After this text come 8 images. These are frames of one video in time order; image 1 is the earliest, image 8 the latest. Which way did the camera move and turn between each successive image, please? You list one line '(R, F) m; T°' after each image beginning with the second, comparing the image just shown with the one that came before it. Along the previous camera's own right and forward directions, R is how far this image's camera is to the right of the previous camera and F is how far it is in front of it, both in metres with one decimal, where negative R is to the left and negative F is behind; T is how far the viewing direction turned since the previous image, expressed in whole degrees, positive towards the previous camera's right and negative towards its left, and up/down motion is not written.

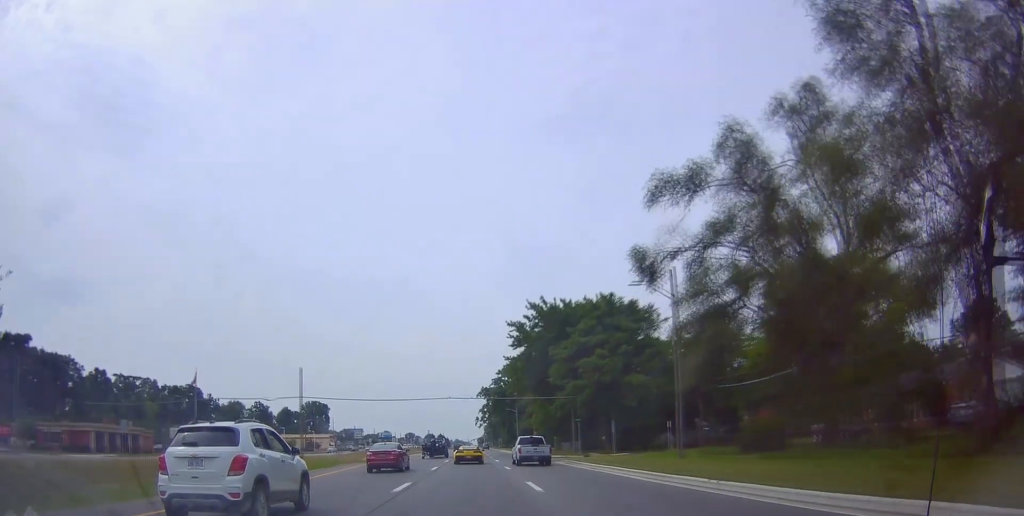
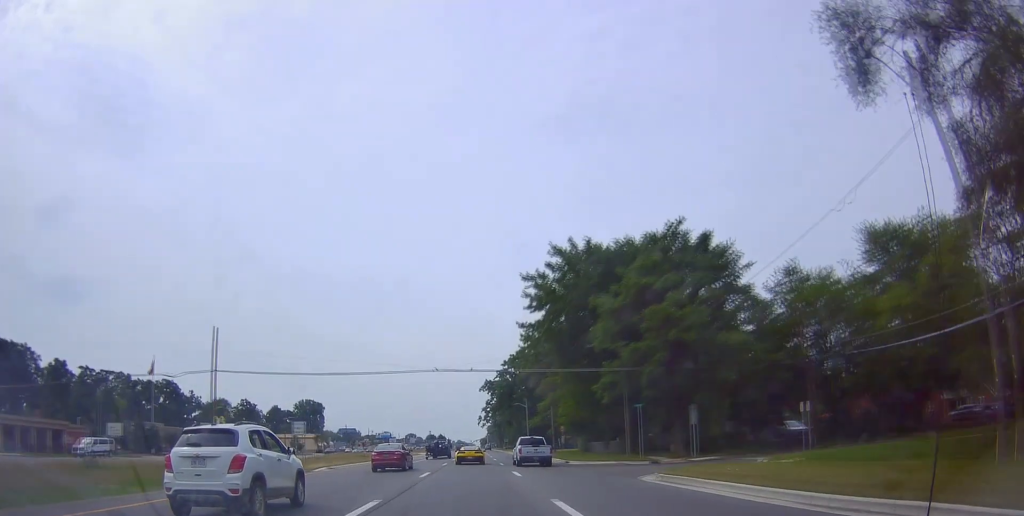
(-1.0, +22.5) m; -2°
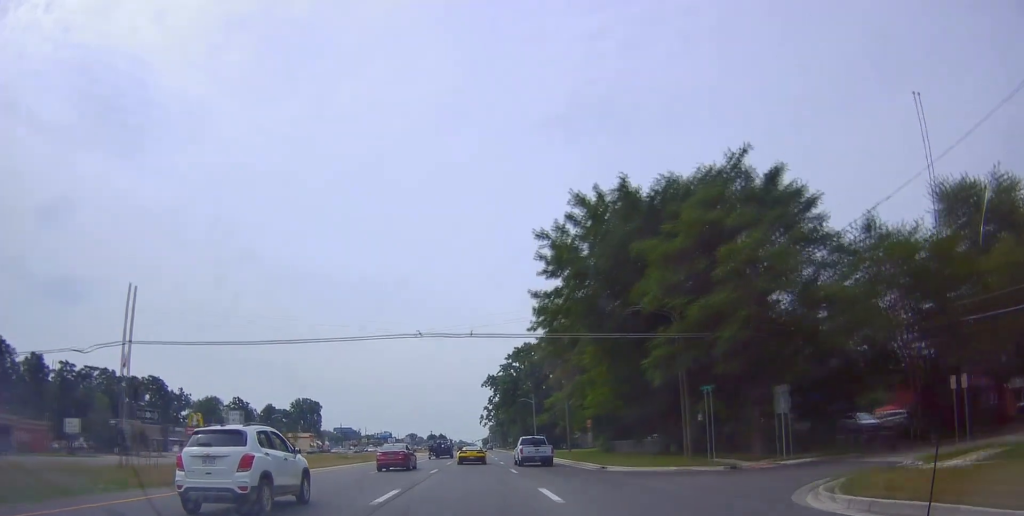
(+0.1, +11.9) m; +1°
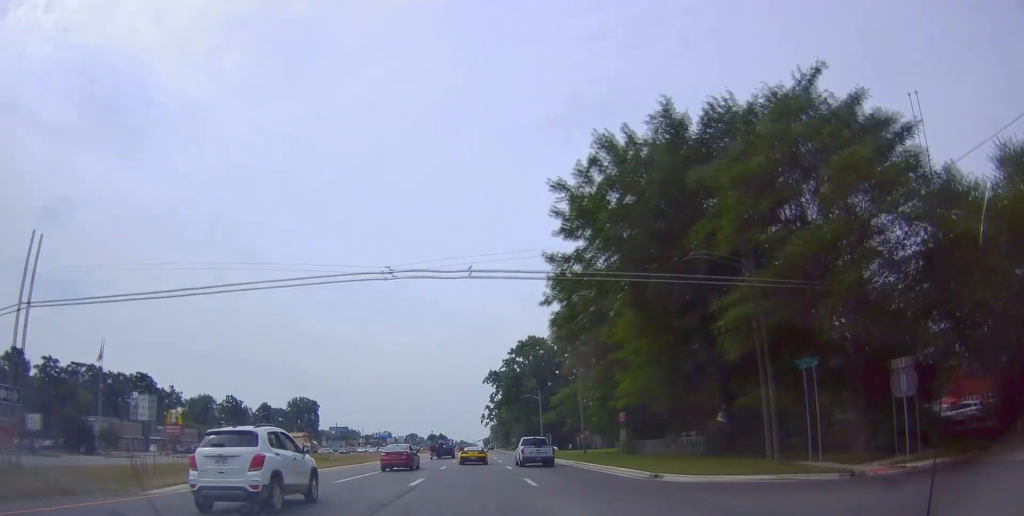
(+0.4, +9.2) m; +1°
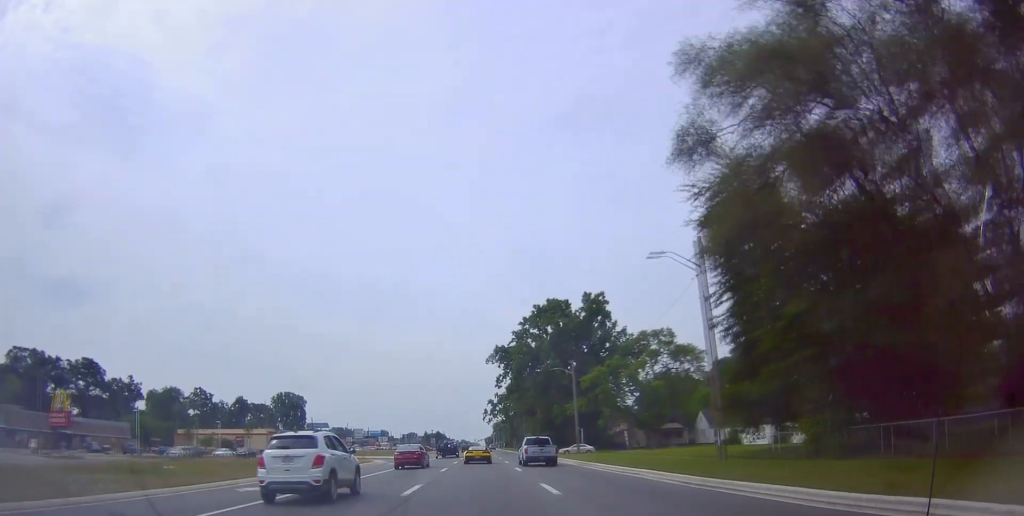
(+0.4, +33.4) m; 0°
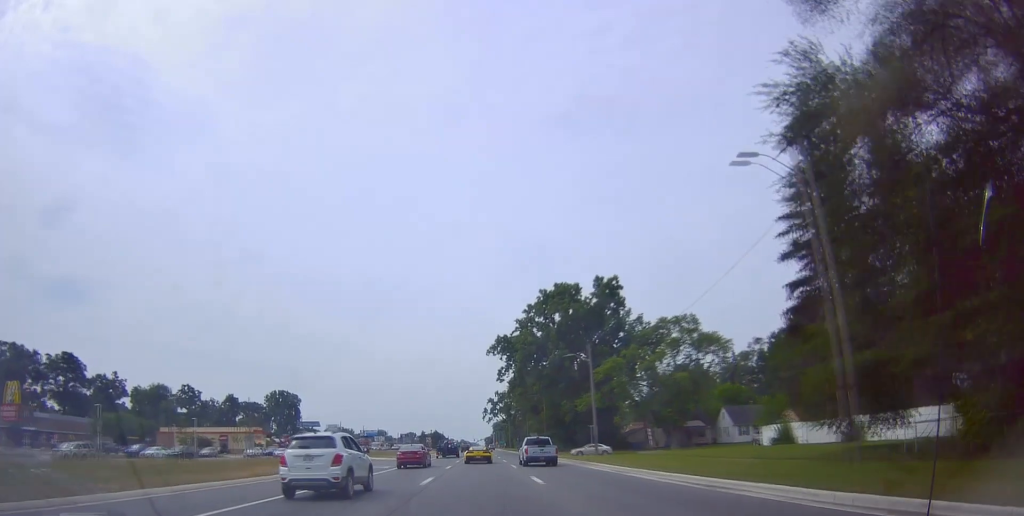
(+0.2, +10.1) m; -1°
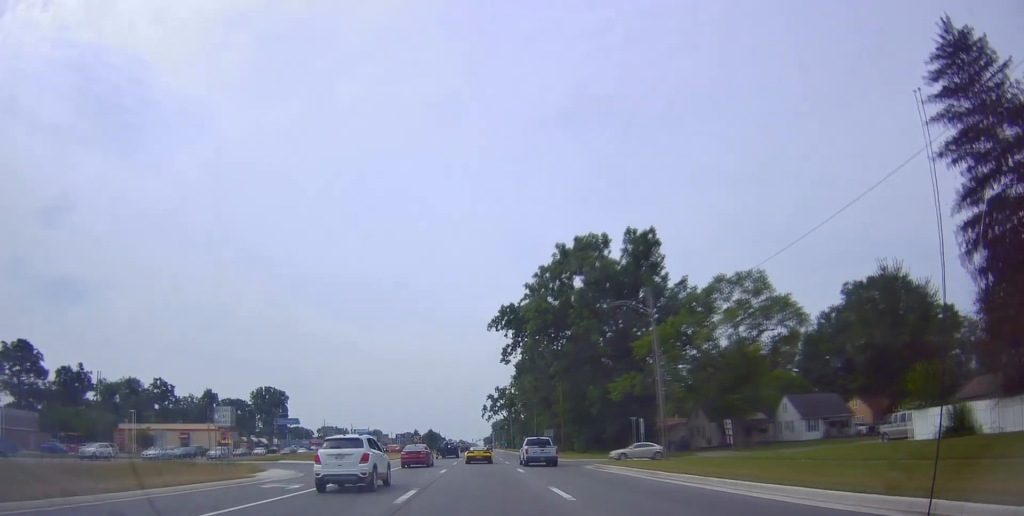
(-0.7, +20.2) m; -1°
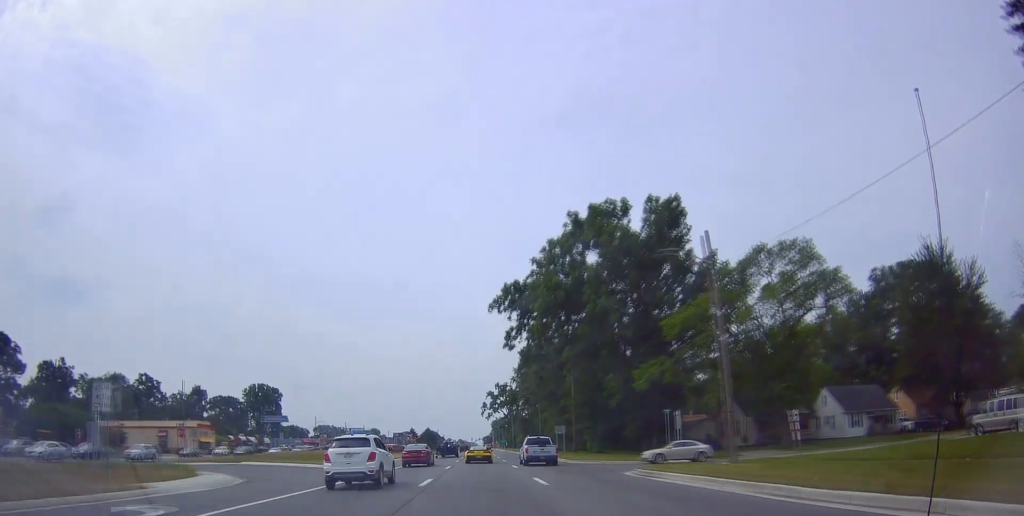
(+0.1, +9.5) m; +1°
